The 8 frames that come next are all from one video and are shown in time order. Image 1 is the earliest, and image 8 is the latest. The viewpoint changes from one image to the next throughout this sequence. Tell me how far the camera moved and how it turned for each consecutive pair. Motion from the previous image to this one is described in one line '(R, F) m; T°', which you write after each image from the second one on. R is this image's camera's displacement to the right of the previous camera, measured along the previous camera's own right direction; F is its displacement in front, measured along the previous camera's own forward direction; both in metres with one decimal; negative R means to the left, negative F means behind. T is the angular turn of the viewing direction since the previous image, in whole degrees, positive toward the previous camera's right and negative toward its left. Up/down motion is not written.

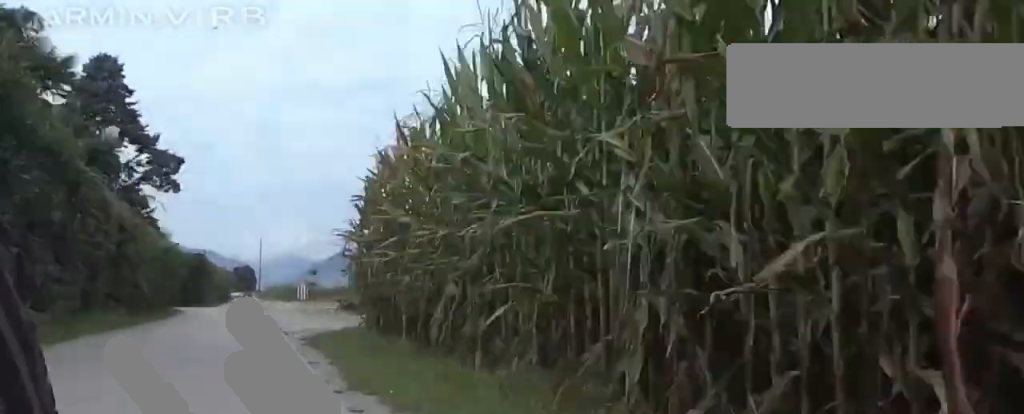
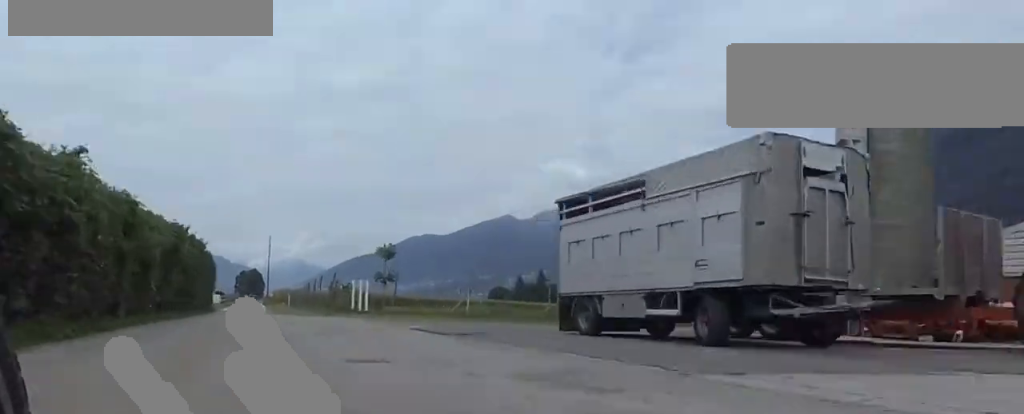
(-0.2, +38.2) m; 0°
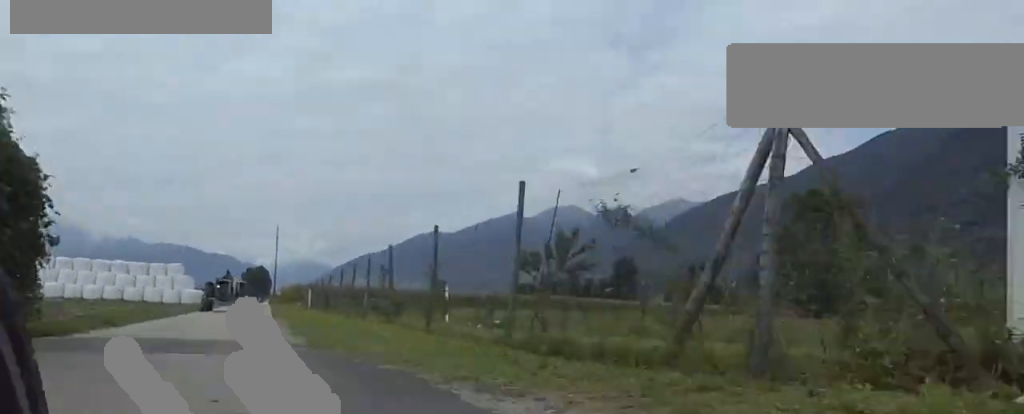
(0.0, +31.8) m; 0°
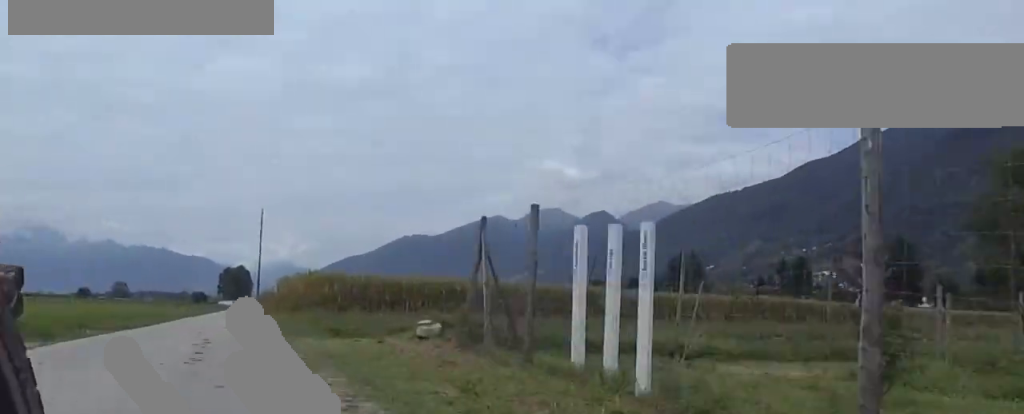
(+0.3, +48.1) m; +1°
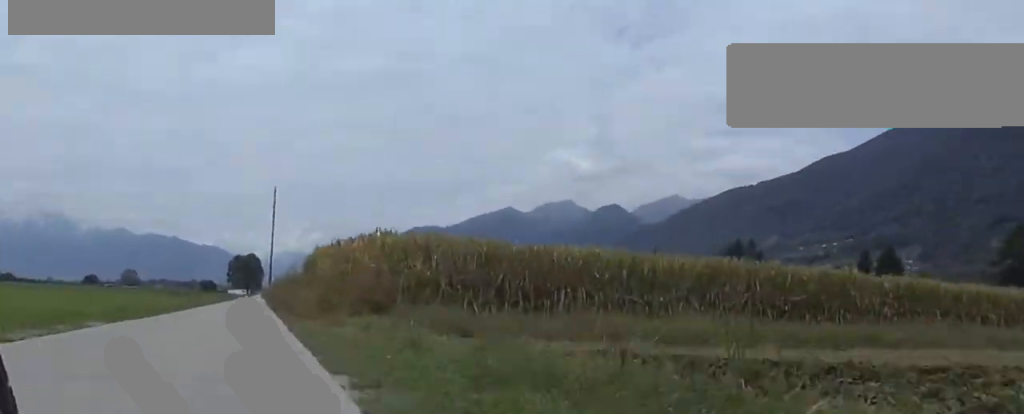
(+0.1, +21.9) m; 0°
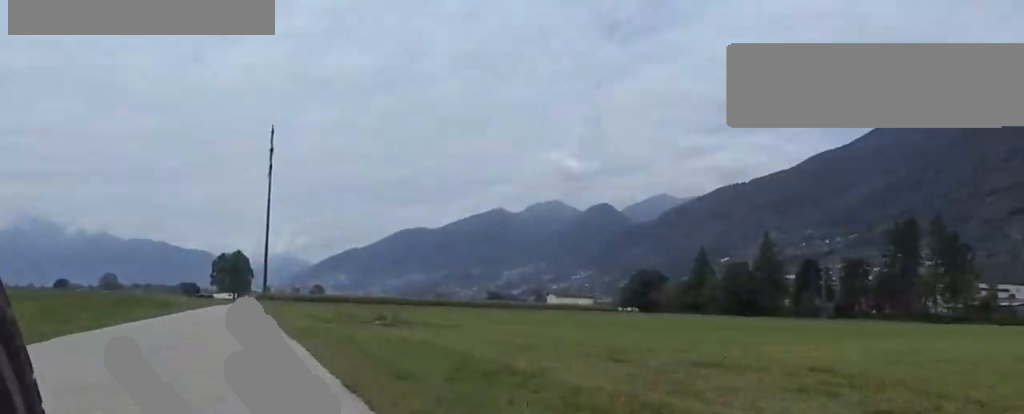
(0.0, +56.8) m; 0°
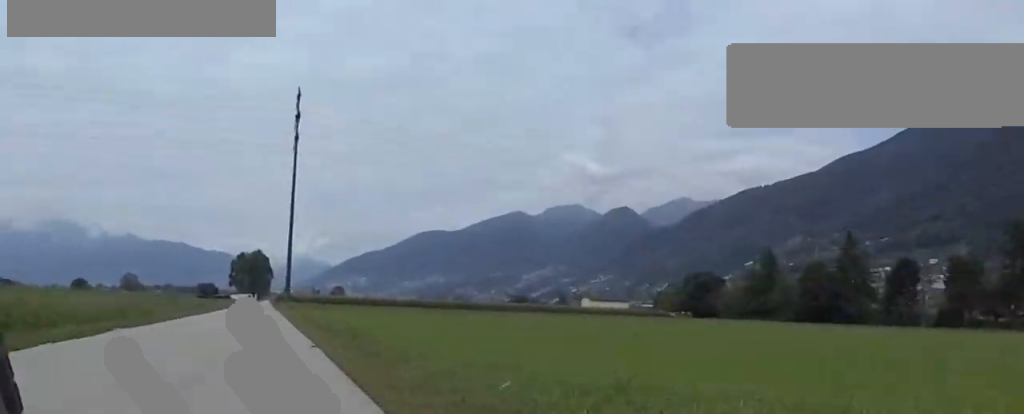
(0.0, +18.9) m; 0°
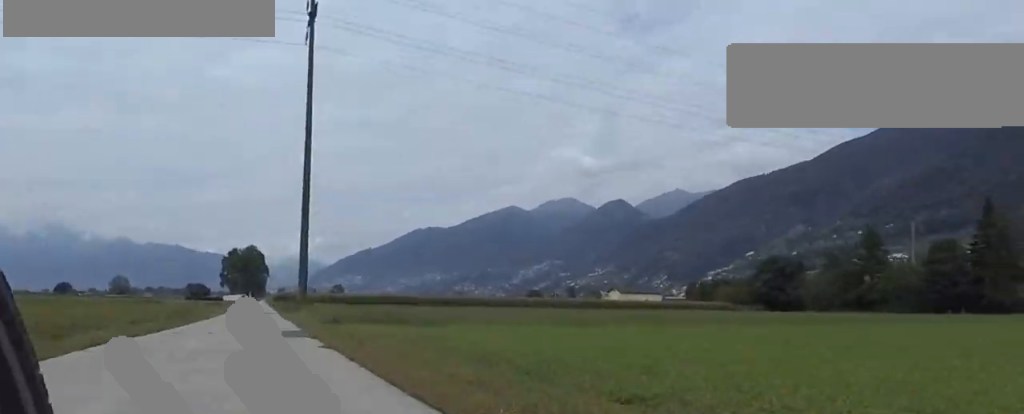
(0.0, +33.4) m; 0°
